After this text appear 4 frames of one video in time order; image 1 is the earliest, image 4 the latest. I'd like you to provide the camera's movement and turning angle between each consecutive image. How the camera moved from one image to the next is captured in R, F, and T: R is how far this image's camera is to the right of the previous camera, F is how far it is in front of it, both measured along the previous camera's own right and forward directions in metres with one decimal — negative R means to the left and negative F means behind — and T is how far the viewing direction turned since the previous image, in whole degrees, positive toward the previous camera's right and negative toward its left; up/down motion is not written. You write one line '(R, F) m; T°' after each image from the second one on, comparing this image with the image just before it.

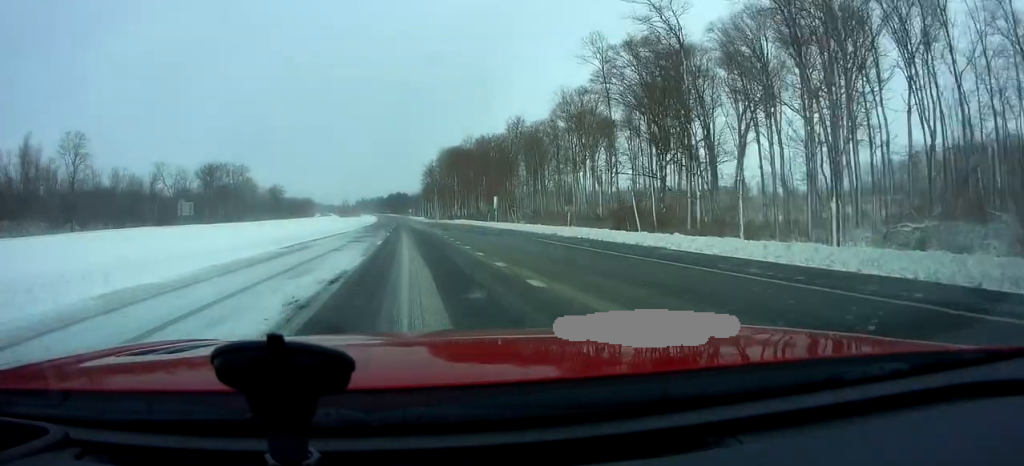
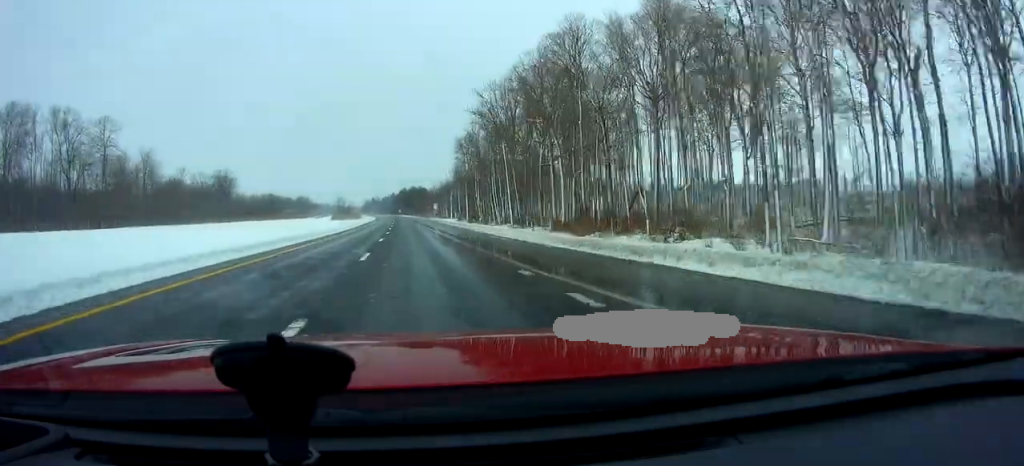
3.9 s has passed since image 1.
(-1.4, +120.3) m; -2°
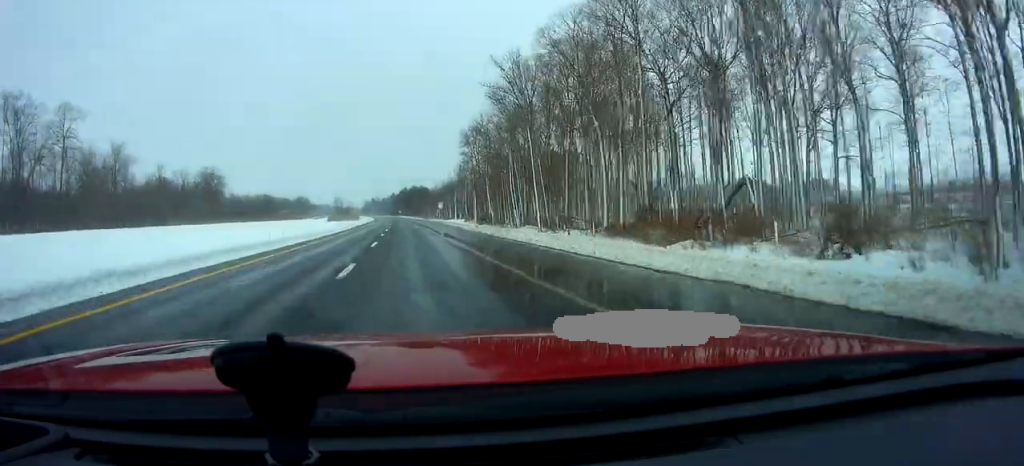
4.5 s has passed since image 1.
(-0.4, +16.3) m; 0°
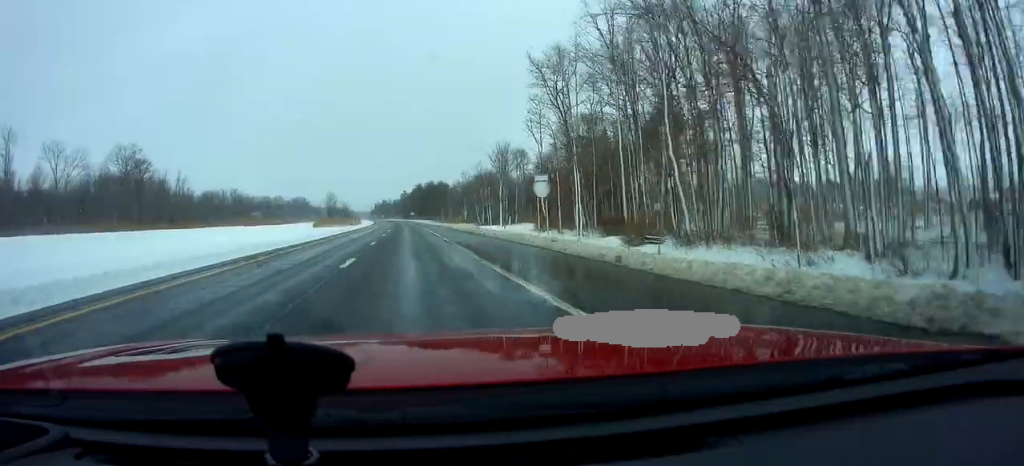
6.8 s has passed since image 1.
(+0.5, +71.0) m; 0°
